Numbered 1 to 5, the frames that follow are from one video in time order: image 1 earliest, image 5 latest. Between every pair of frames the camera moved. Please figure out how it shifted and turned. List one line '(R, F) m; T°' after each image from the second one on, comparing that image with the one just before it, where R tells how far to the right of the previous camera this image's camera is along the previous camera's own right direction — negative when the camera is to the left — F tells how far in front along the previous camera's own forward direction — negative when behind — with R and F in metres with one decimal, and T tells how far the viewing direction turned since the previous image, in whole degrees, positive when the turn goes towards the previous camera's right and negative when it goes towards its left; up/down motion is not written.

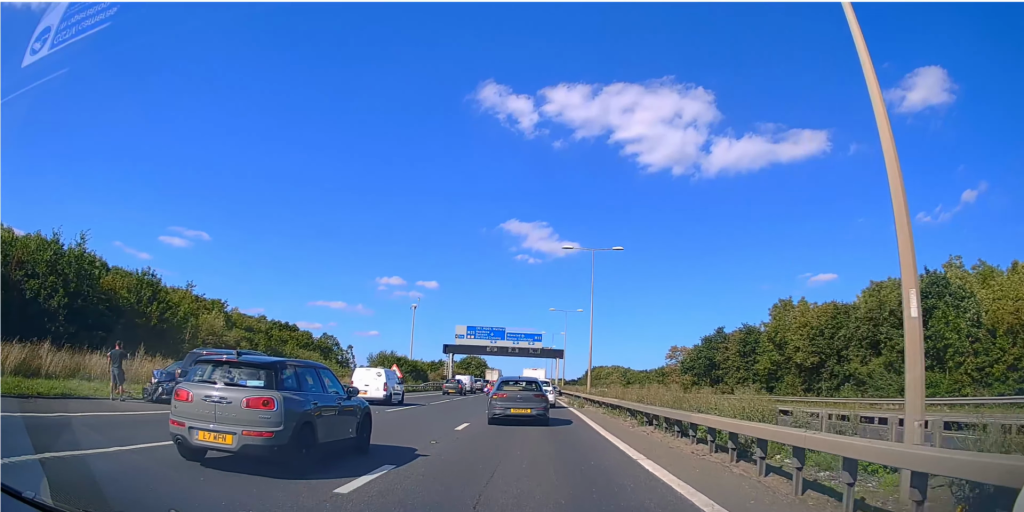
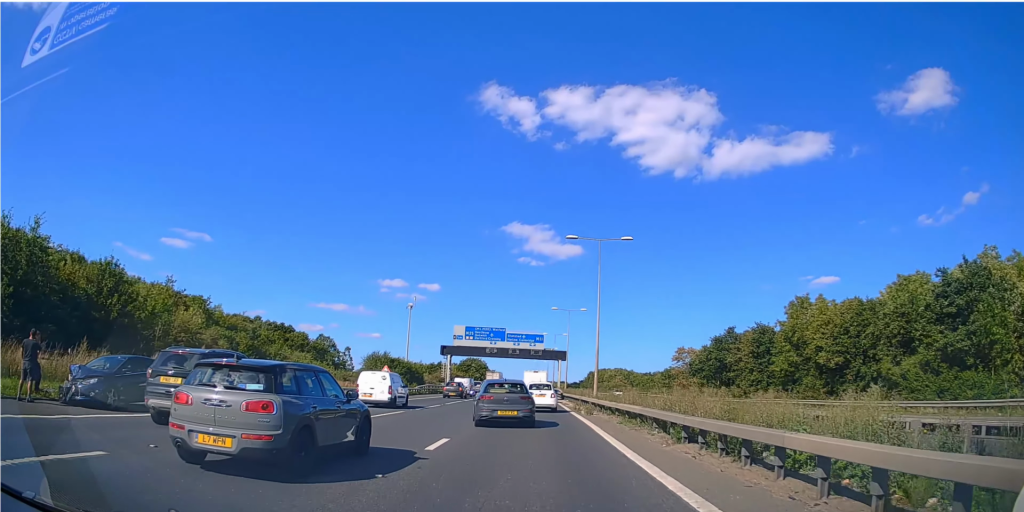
(0.0, +4.1) m; 0°
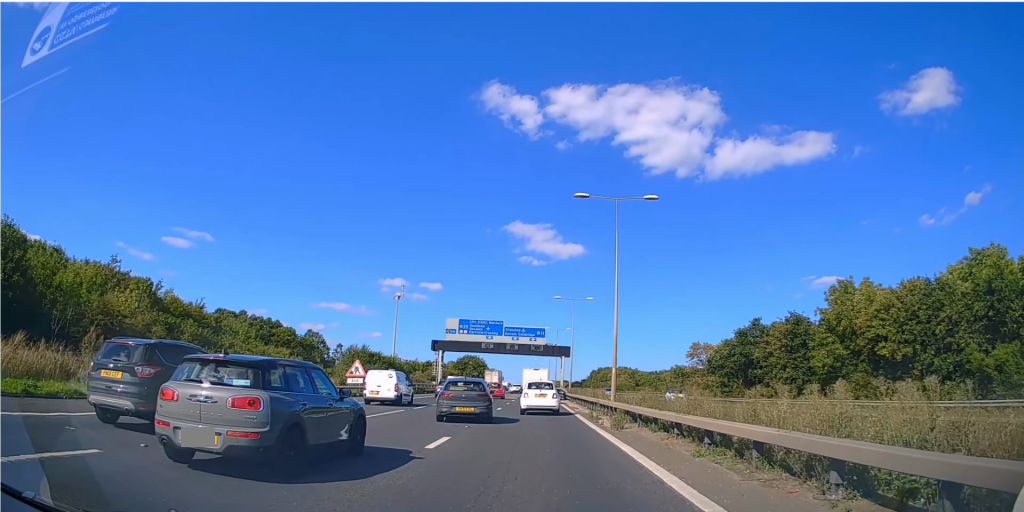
(0.0, +10.3) m; 0°
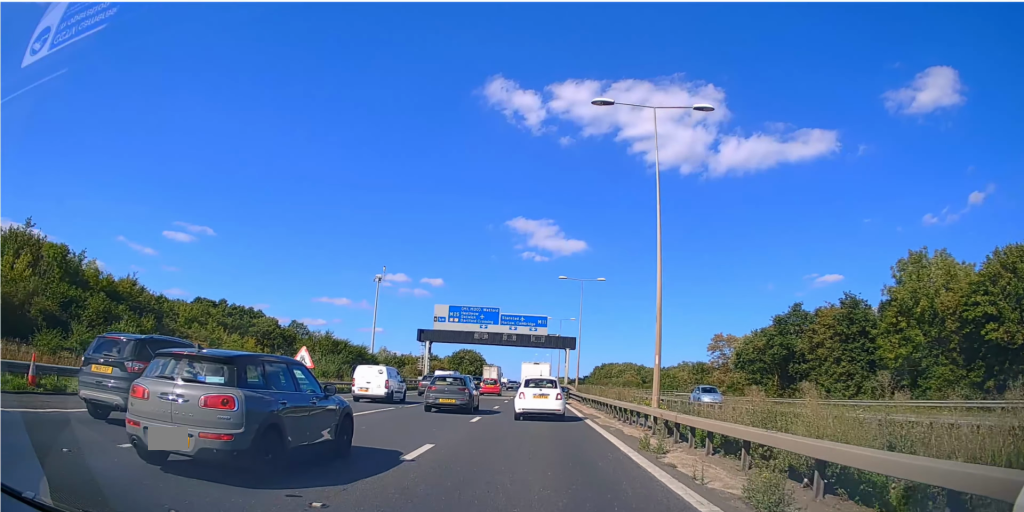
(-0.1, +12.6) m; -1°
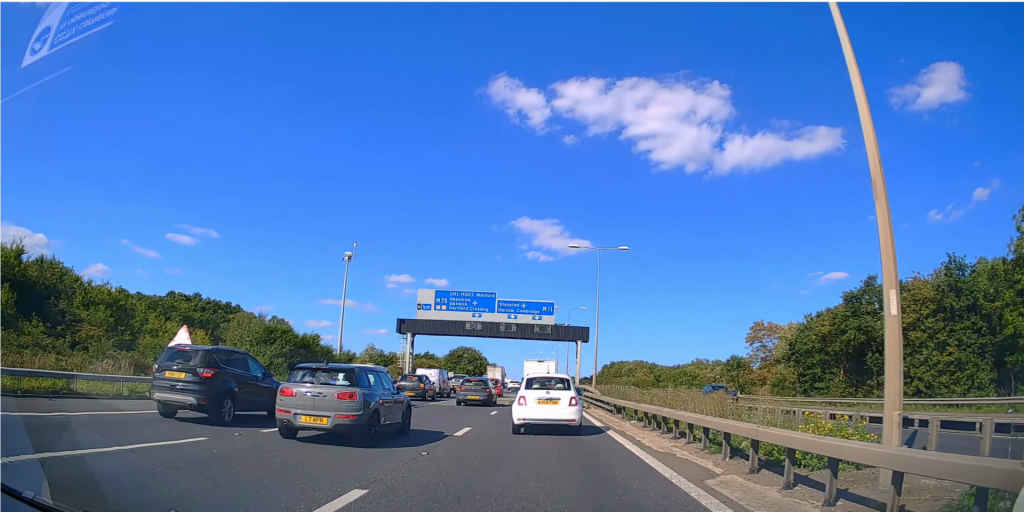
(0.0, +19.3) m; +1°
